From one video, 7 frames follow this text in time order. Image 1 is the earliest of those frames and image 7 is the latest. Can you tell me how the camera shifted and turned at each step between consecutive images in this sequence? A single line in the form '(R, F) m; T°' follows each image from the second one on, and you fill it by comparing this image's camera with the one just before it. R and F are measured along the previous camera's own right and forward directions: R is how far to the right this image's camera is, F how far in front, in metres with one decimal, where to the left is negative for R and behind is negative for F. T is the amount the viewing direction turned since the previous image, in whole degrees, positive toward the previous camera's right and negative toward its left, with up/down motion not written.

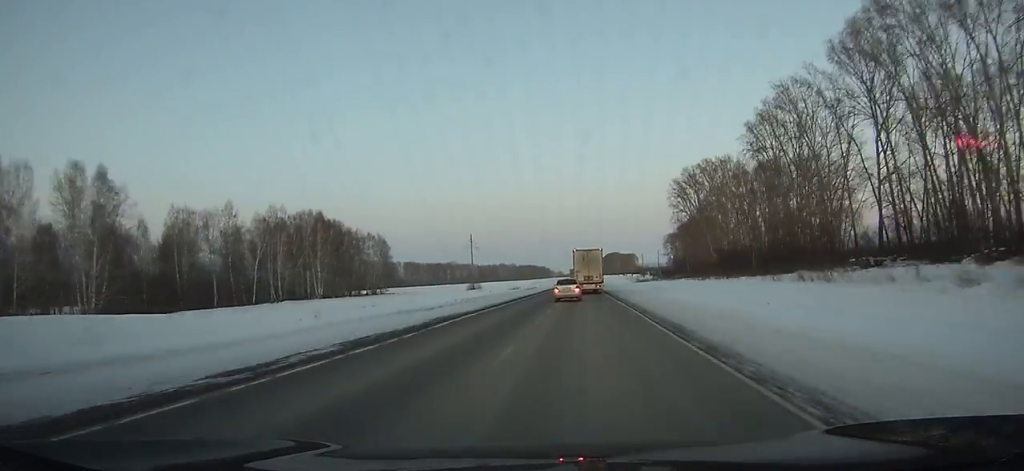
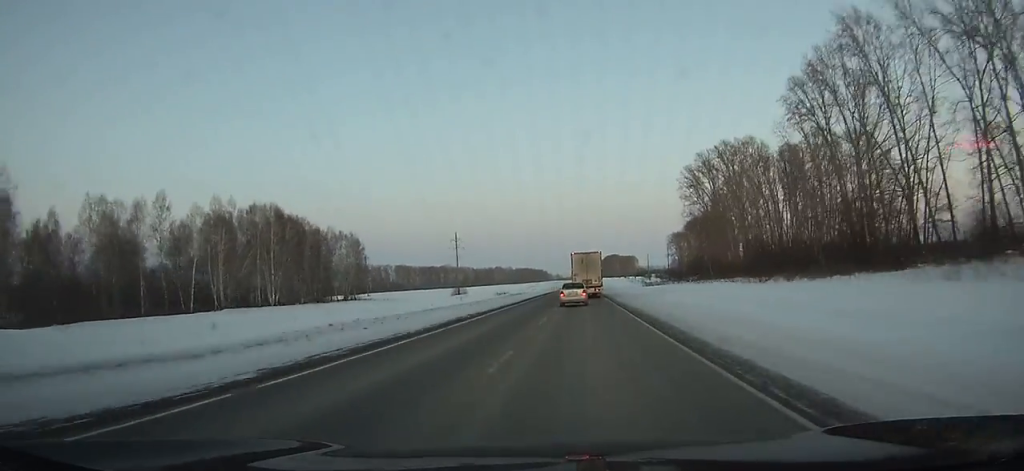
(0.0, +24.8) m; 0°
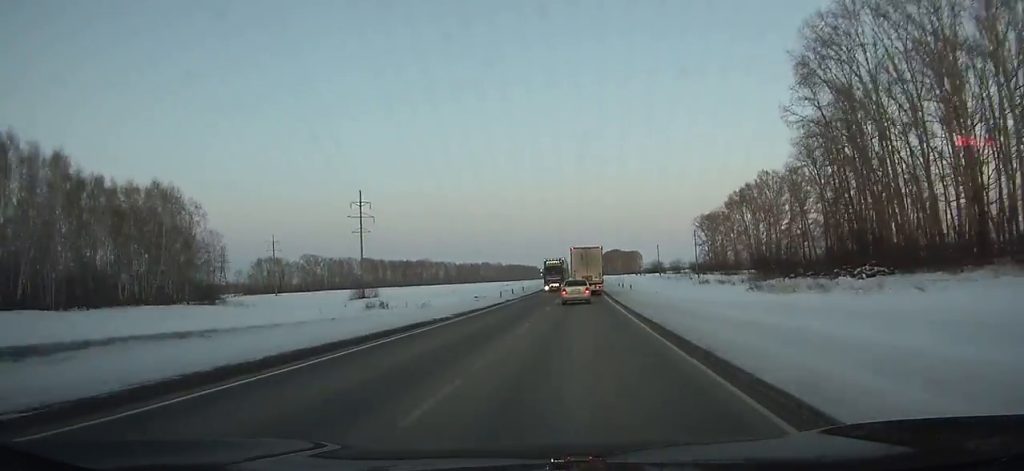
(+0.1, +90.4) m; 0°
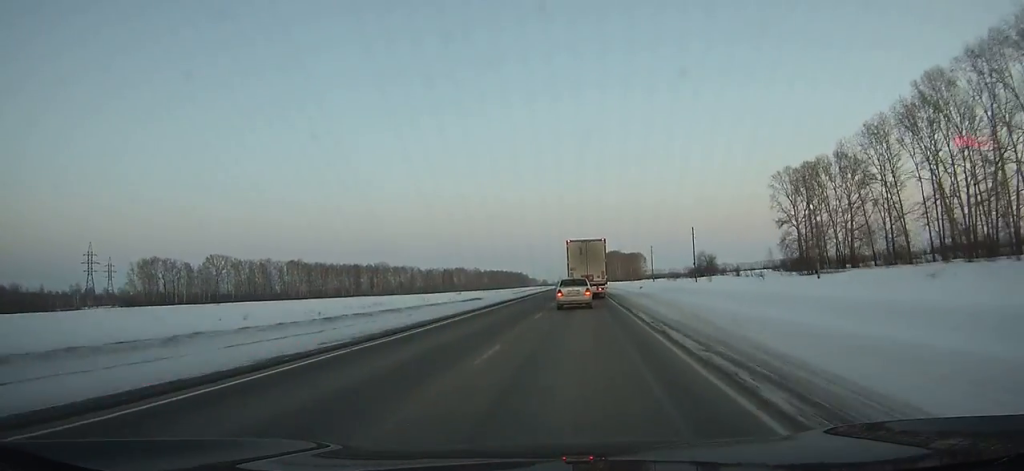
(+0.7, +113.9) m; +1°
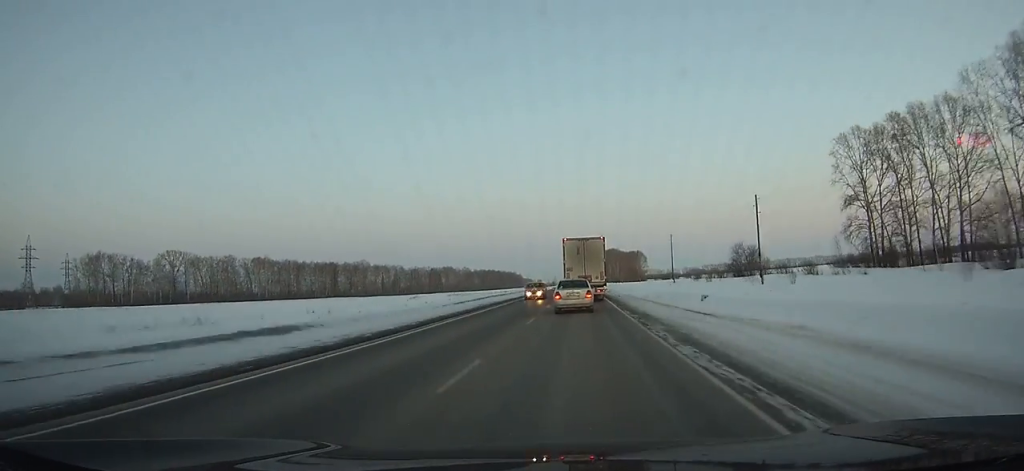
(+0.3, +39.5) m; 0°
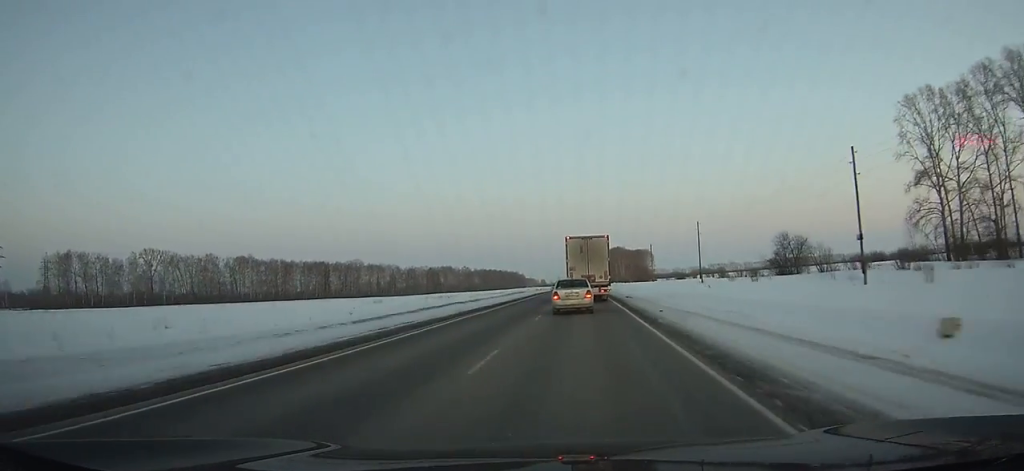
(0.0, +23.1) m; 0°
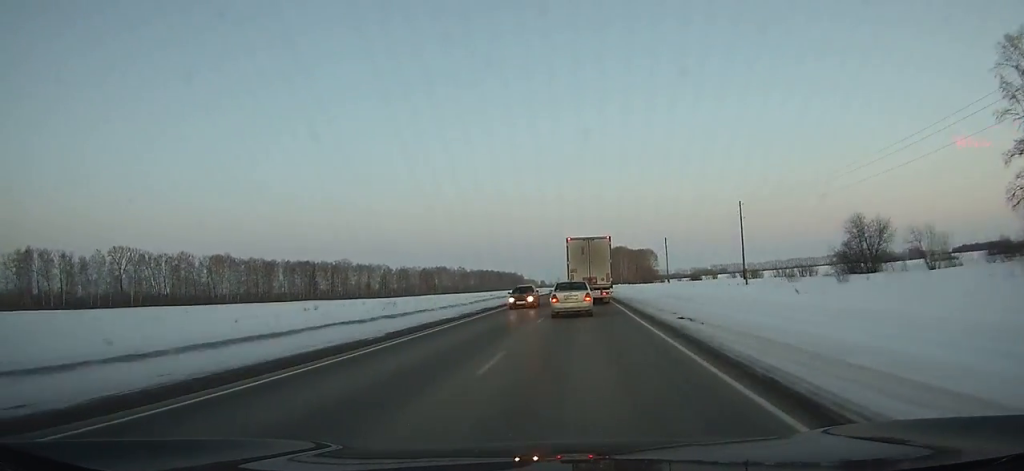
(0.0, +24.7) m; 0°
